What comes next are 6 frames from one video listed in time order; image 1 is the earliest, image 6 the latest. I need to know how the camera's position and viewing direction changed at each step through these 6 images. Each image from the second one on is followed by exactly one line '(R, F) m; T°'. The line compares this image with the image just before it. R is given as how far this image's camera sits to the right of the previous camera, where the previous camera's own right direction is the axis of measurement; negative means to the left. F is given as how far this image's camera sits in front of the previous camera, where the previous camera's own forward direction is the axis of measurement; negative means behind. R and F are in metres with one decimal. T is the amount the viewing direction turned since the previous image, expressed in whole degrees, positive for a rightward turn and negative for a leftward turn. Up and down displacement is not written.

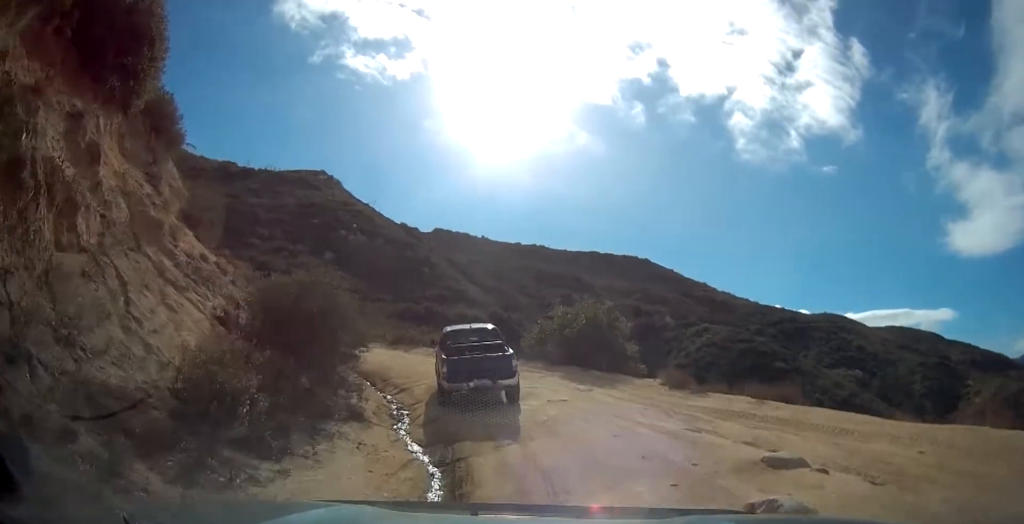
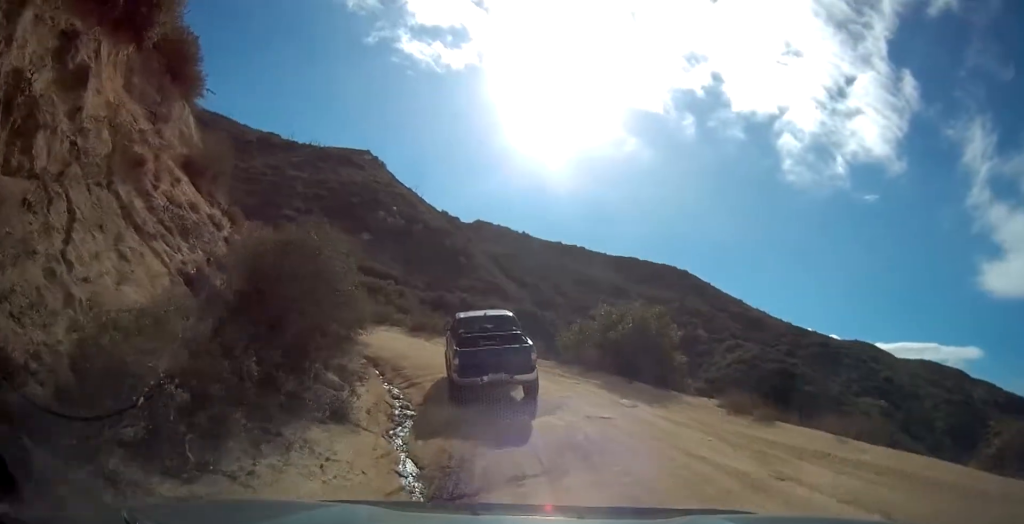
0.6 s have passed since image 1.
(-0.2, +2.8) m; -4°
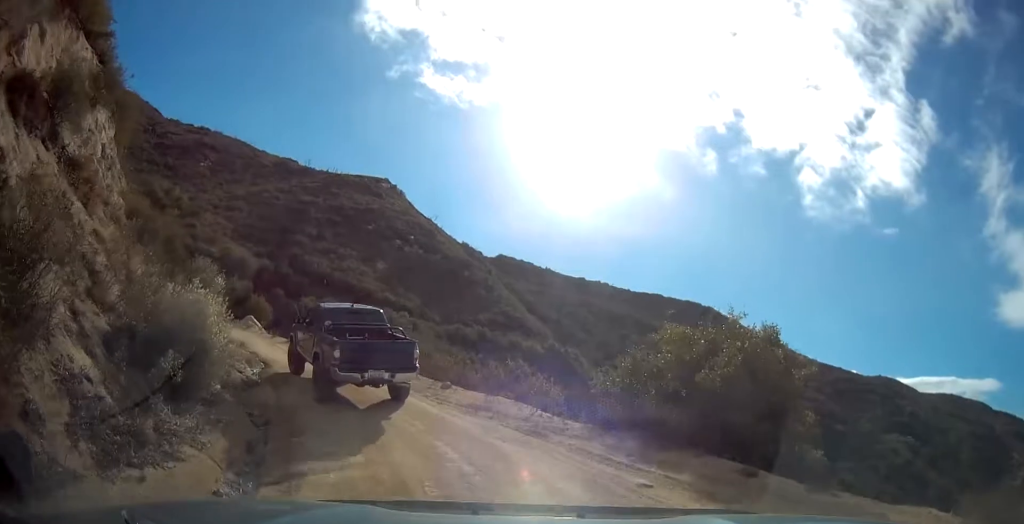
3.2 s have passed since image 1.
(-0.5, +9.1) m; -5°
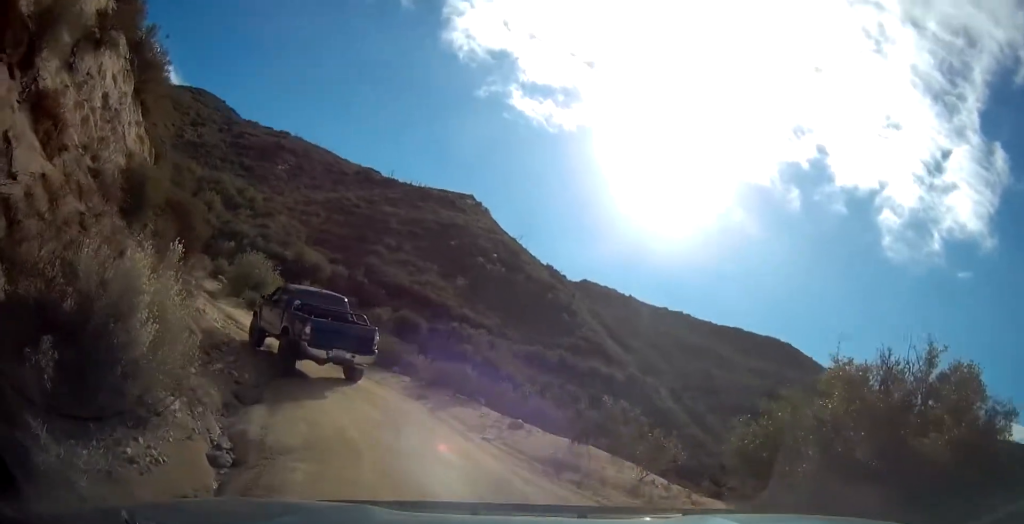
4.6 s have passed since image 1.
(+0.4, +3.9) m; -2°
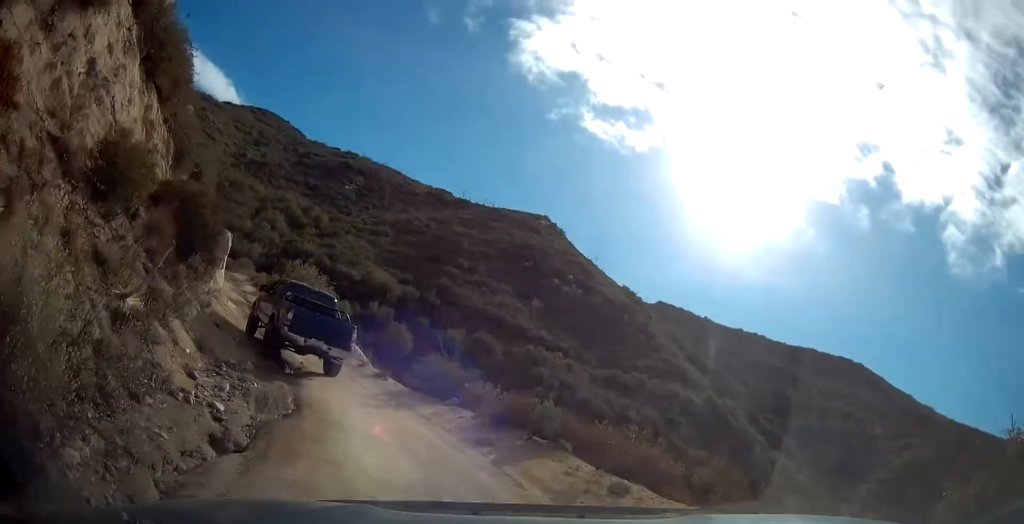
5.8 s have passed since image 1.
(-0.8, +3.1) m; -19°
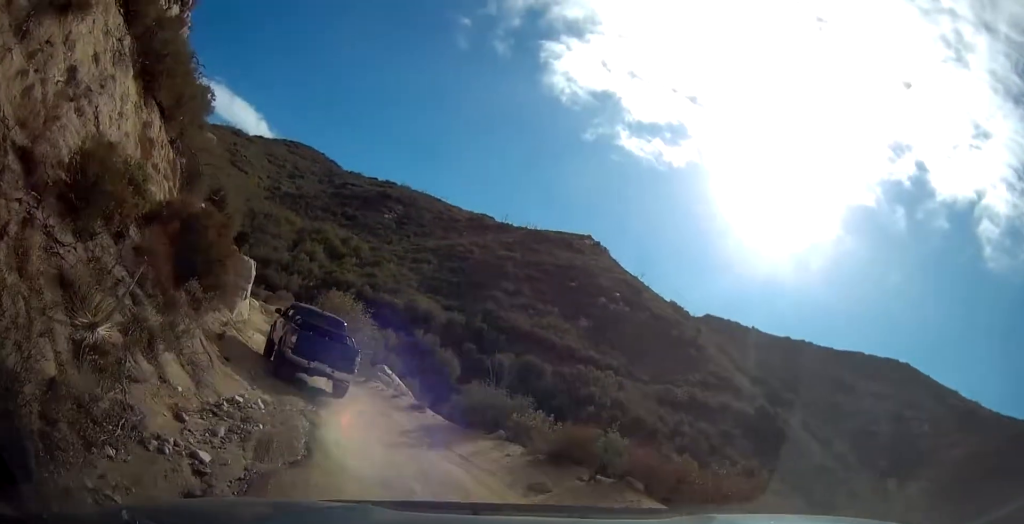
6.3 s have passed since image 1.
(+0.1, +1.6) m; -8°
